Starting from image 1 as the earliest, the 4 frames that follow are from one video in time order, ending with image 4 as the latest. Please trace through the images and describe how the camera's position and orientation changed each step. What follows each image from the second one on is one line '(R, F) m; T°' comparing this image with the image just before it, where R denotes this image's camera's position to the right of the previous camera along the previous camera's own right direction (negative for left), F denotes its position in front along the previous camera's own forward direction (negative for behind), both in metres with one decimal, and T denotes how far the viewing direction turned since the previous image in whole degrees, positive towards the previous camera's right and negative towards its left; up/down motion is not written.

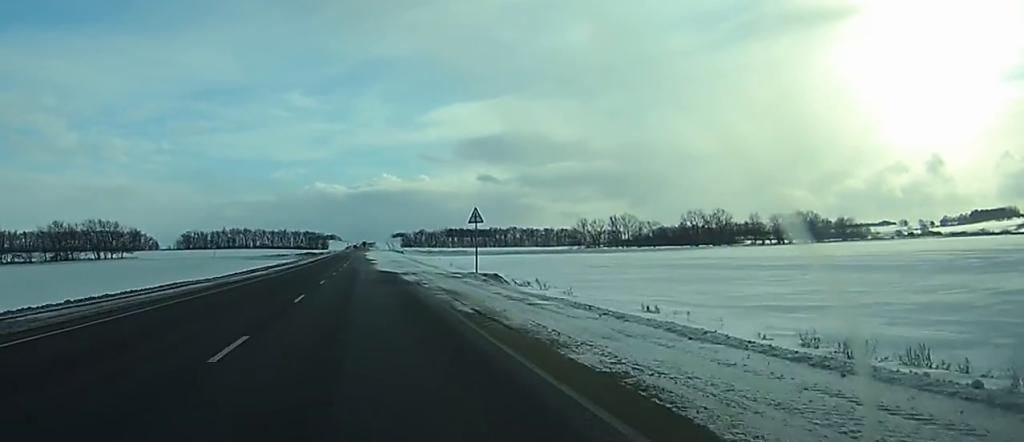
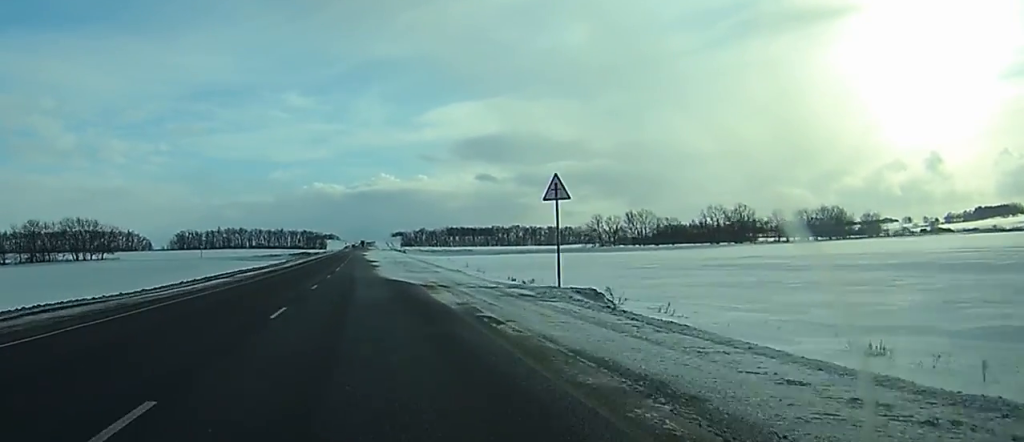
(-0.1, +18.0) m; 0°
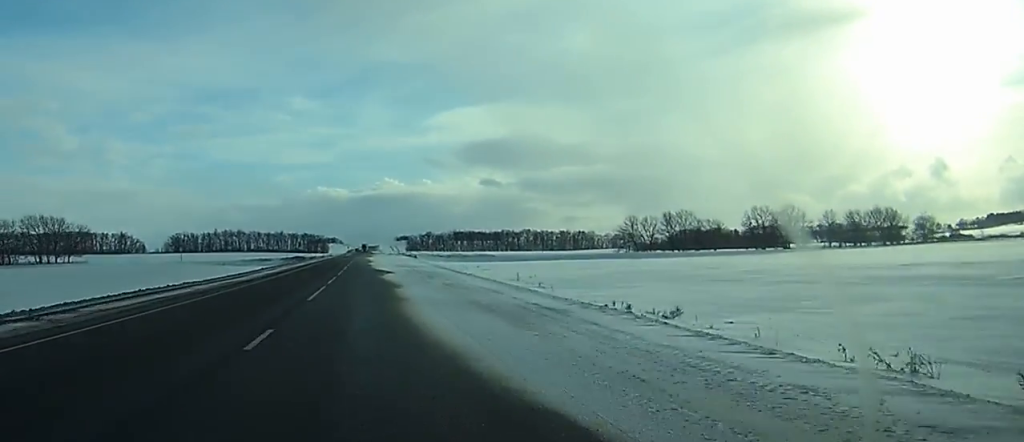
(+0.2, +29.4) m; 0°
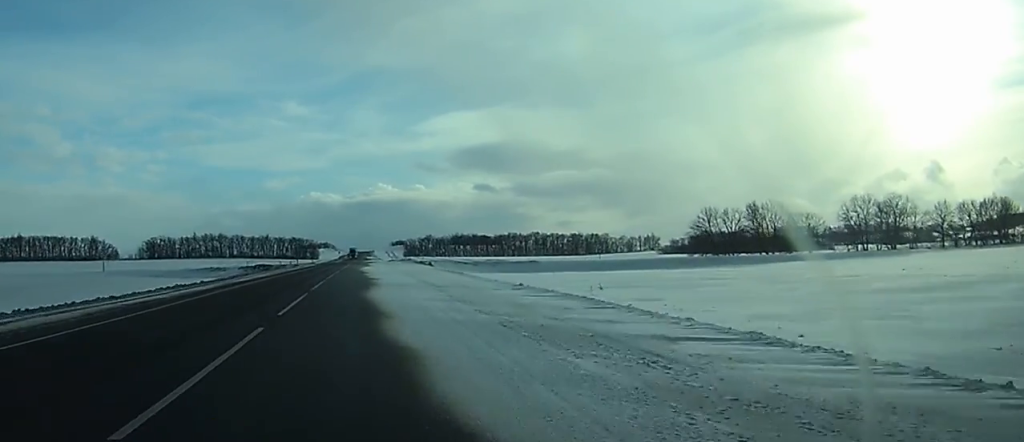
(-0.1, +54.4) m; 0°
